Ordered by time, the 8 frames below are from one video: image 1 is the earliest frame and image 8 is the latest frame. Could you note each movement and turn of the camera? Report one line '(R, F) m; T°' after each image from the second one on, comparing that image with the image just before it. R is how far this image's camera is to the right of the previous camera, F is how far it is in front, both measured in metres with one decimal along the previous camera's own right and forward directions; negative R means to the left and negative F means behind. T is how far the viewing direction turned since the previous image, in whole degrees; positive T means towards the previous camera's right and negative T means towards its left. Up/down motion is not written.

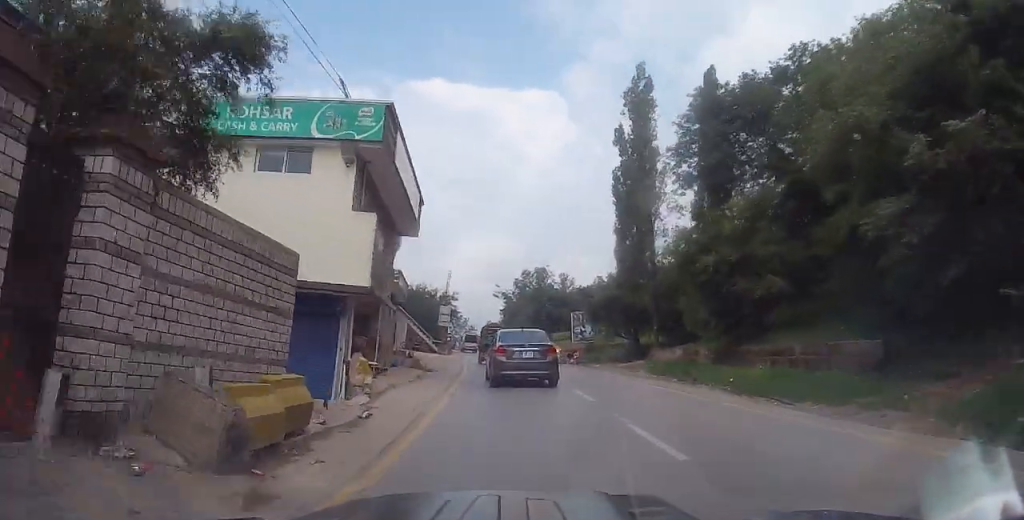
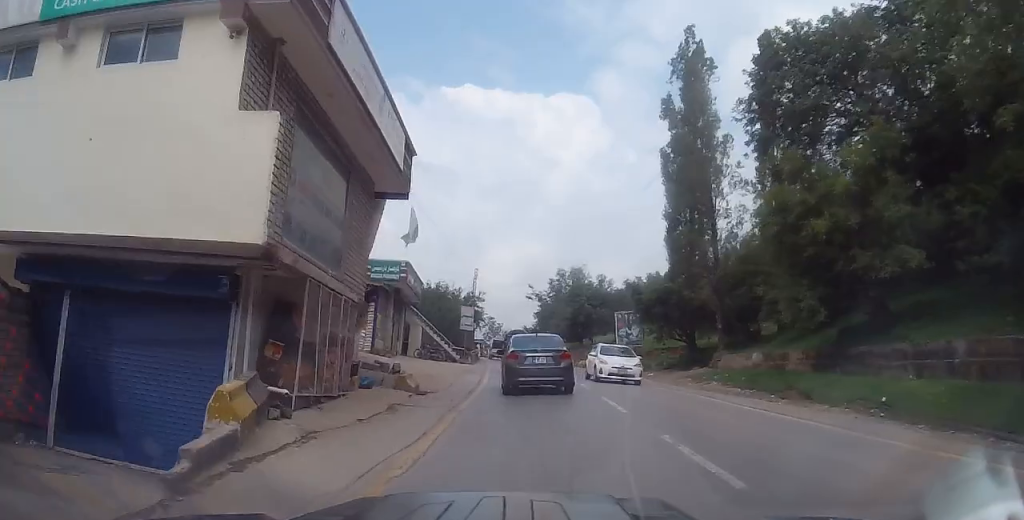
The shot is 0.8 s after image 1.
(-0.1, +7.4) m; -3°
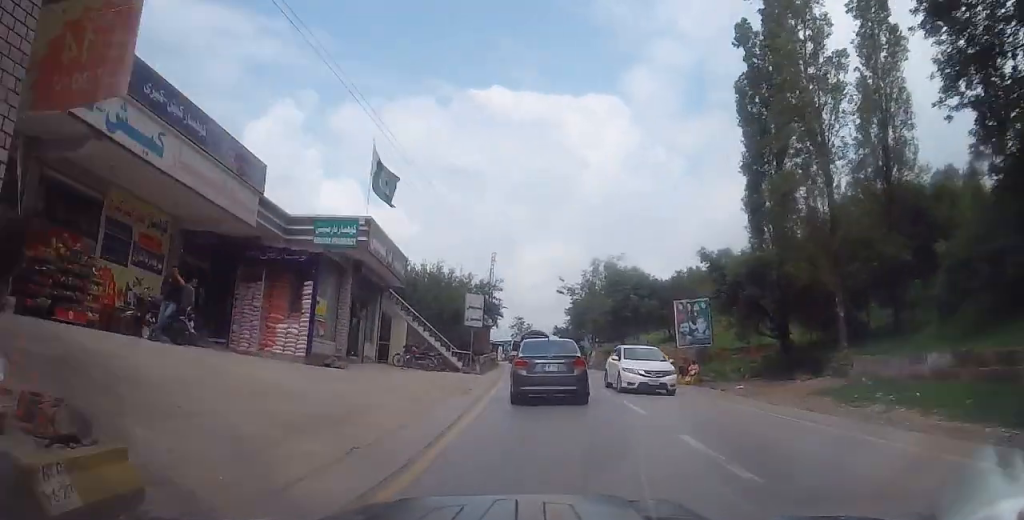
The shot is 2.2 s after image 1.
(-0.5, +11.8) m; -4°
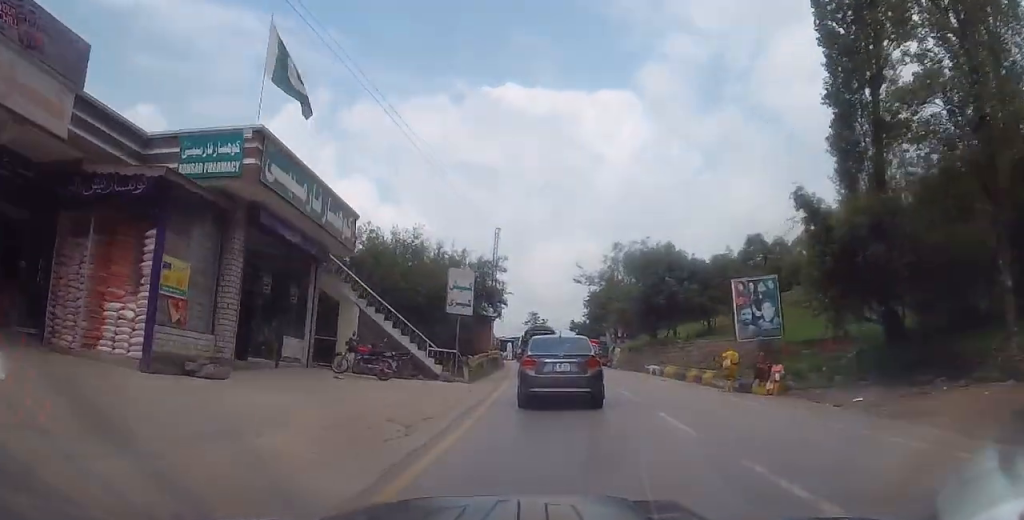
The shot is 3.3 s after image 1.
(-0.3, +8.9) m; +1°
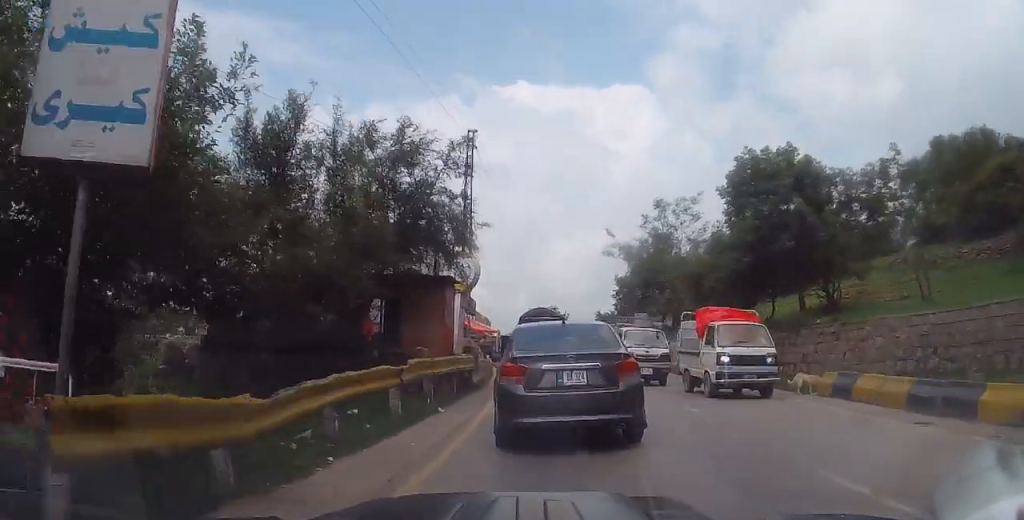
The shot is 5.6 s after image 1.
(+0.6, +18.3) m; -1°
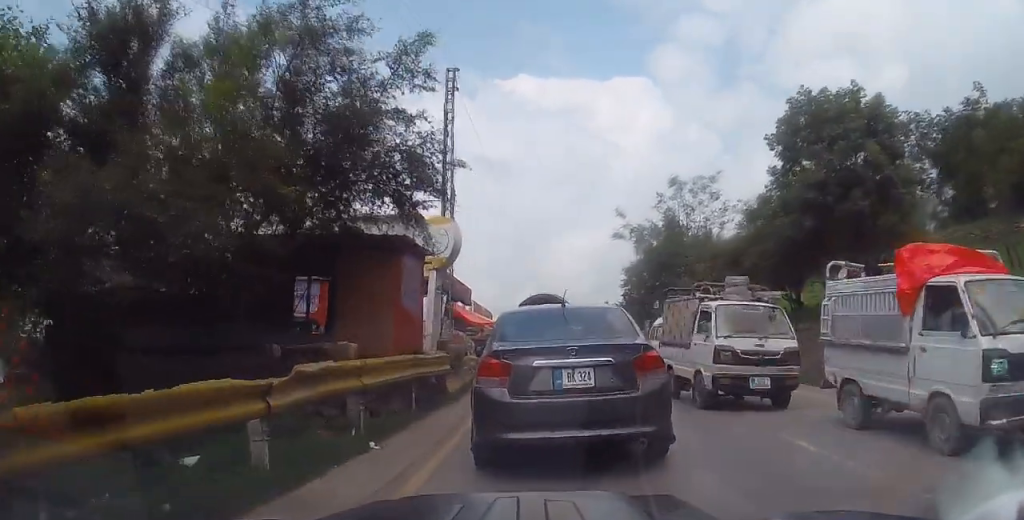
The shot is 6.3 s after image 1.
(-0.1, +4.8) m; -4°
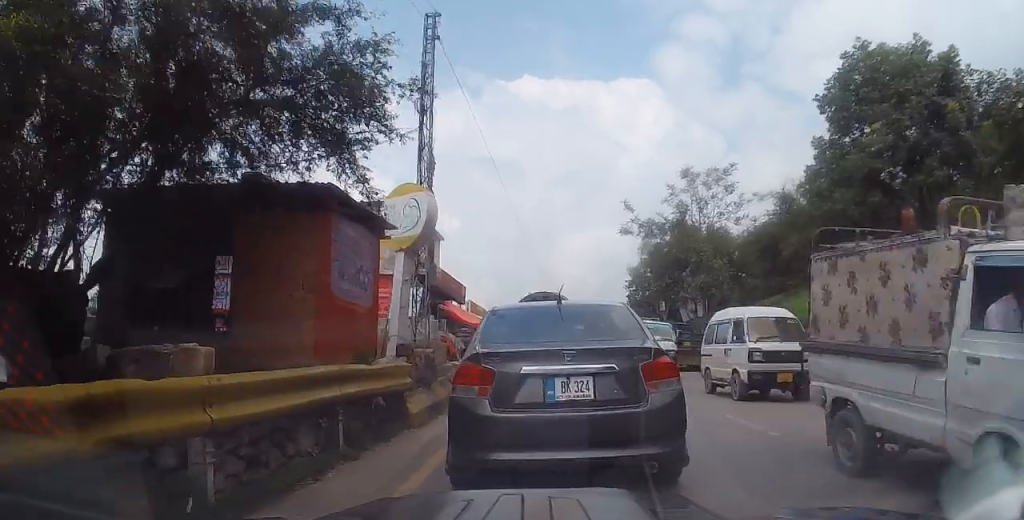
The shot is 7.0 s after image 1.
(-0.2, +3.6) m; 0°
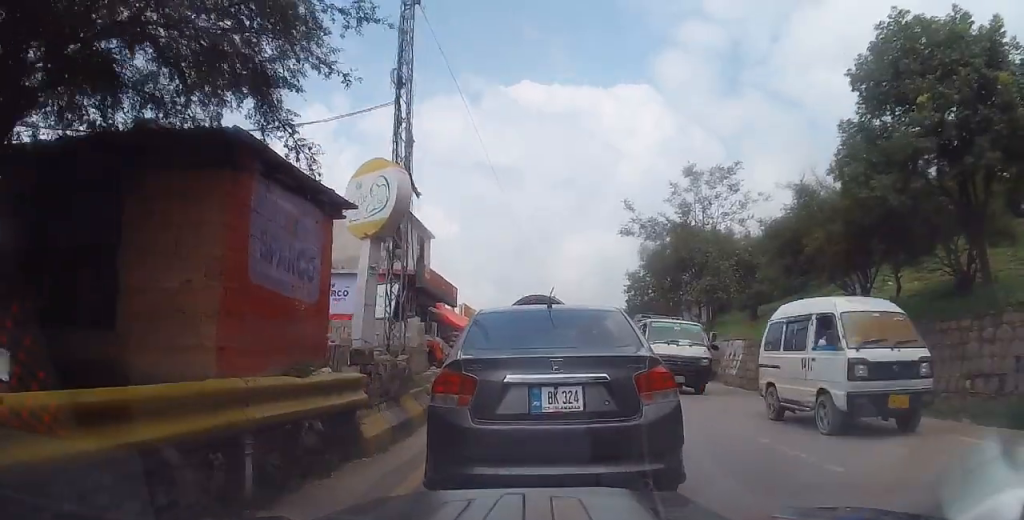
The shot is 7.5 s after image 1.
(-0.2, +2.3) m; +1°
